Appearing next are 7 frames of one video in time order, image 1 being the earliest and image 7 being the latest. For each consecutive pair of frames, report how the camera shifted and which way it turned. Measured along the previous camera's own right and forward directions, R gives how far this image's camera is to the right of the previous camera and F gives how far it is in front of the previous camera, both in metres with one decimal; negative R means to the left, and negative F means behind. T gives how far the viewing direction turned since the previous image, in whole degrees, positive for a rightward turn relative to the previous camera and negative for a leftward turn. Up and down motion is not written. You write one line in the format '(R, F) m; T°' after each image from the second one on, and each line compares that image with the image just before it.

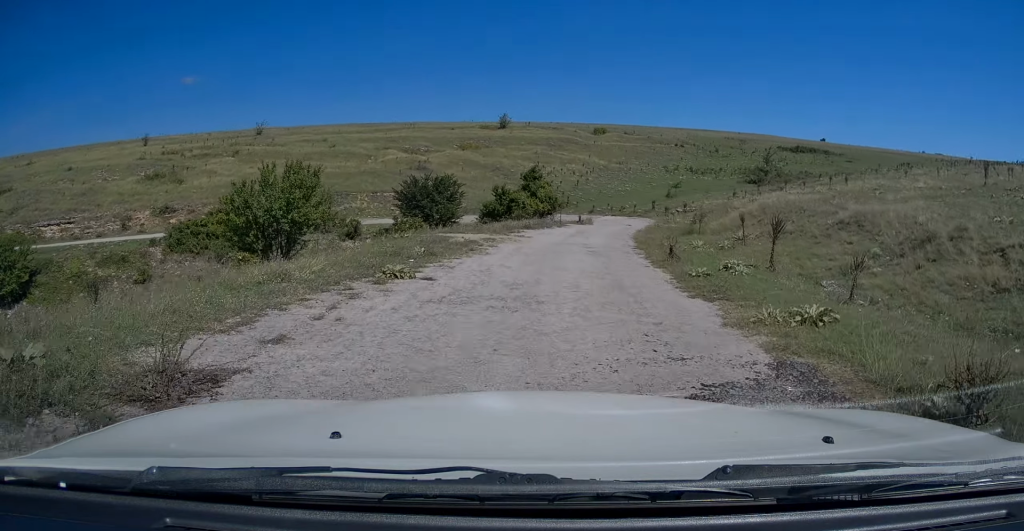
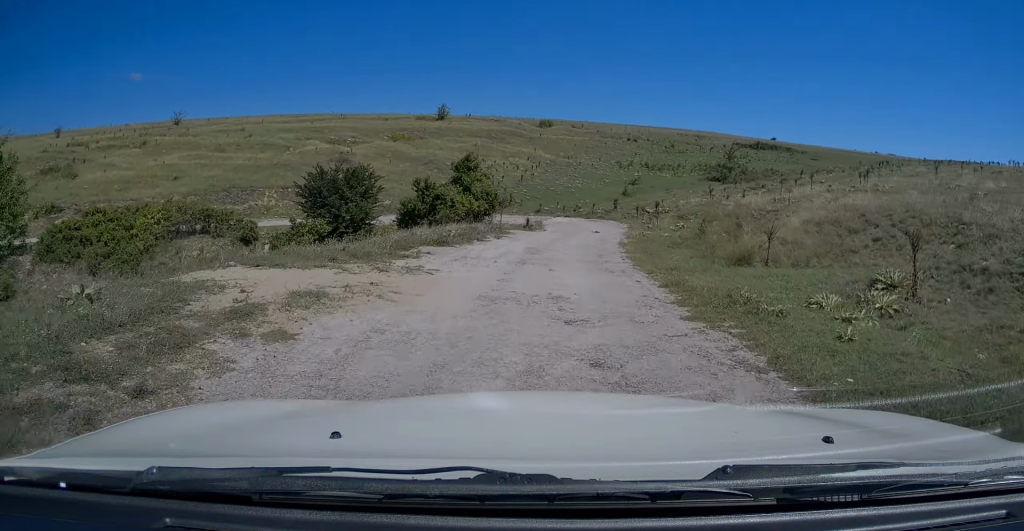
(+0.5, +10.9) m; +6°
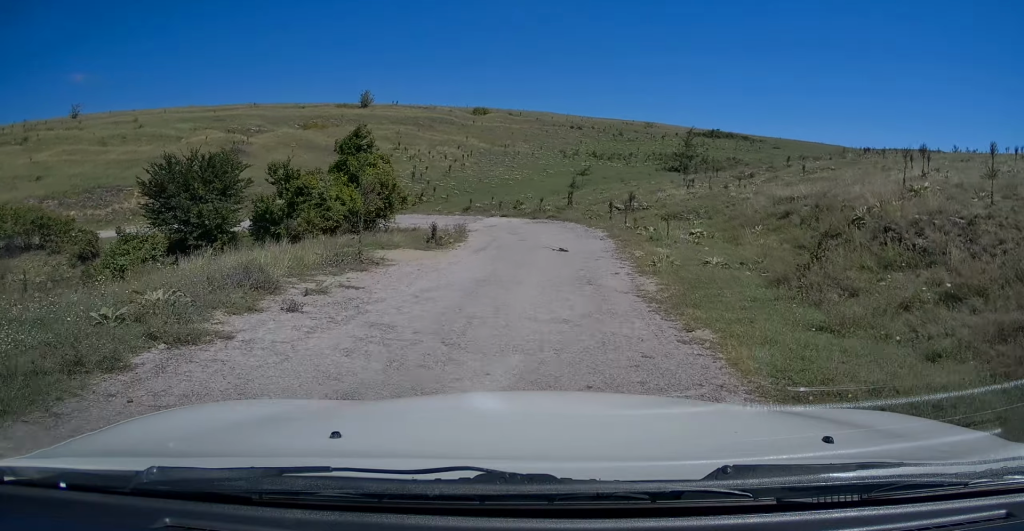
(+0.6, +12.8) m; +5°
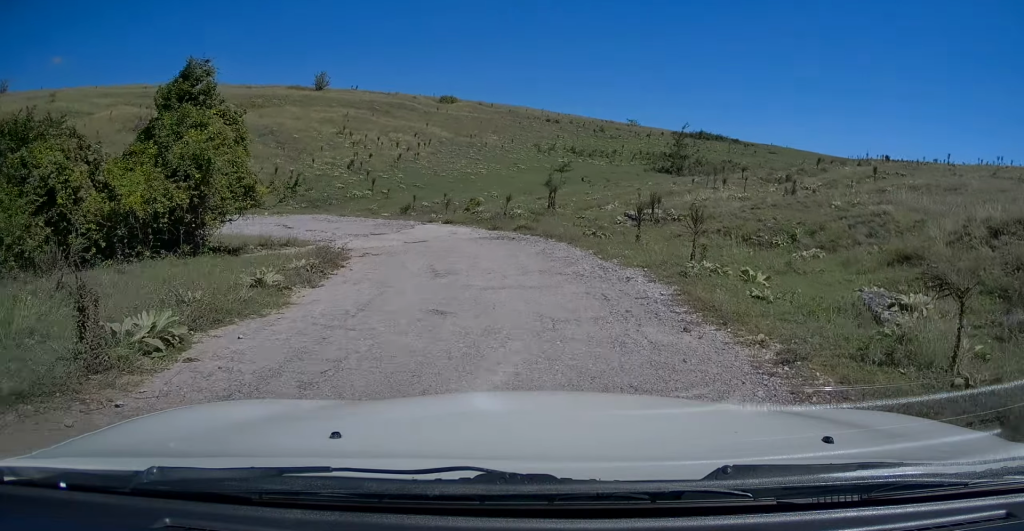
(+0.3, +12.2) m; -1°
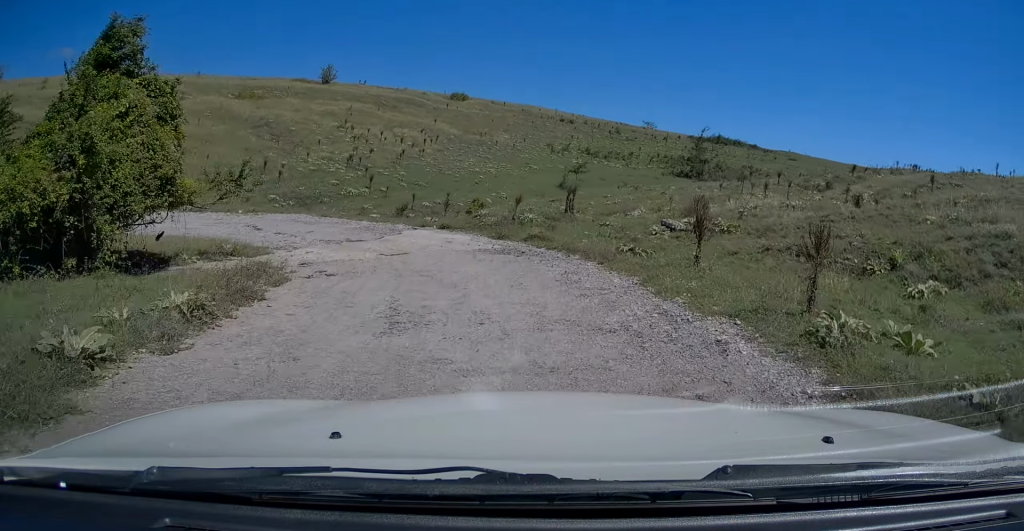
(-0.1, +3.9) m; -1°
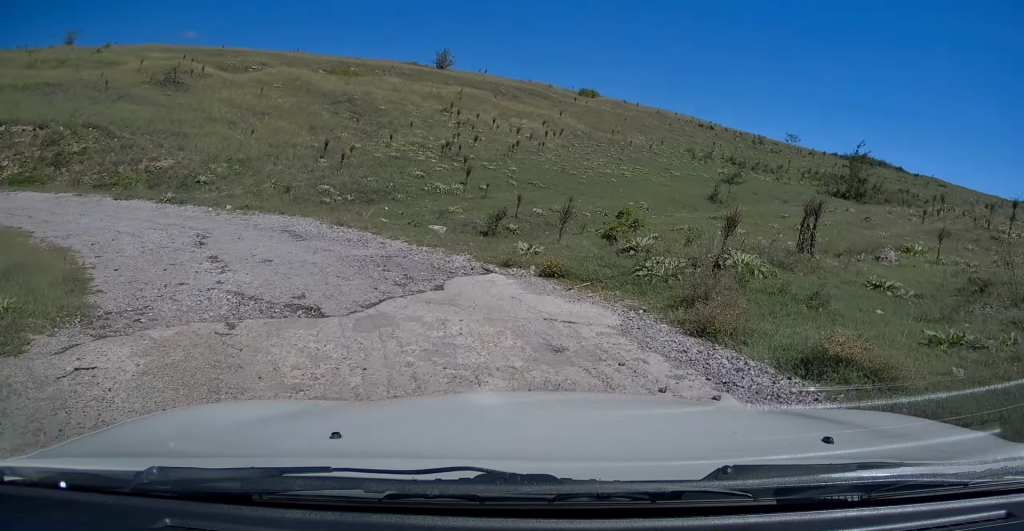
(-0.3, +10.3) m; -6°
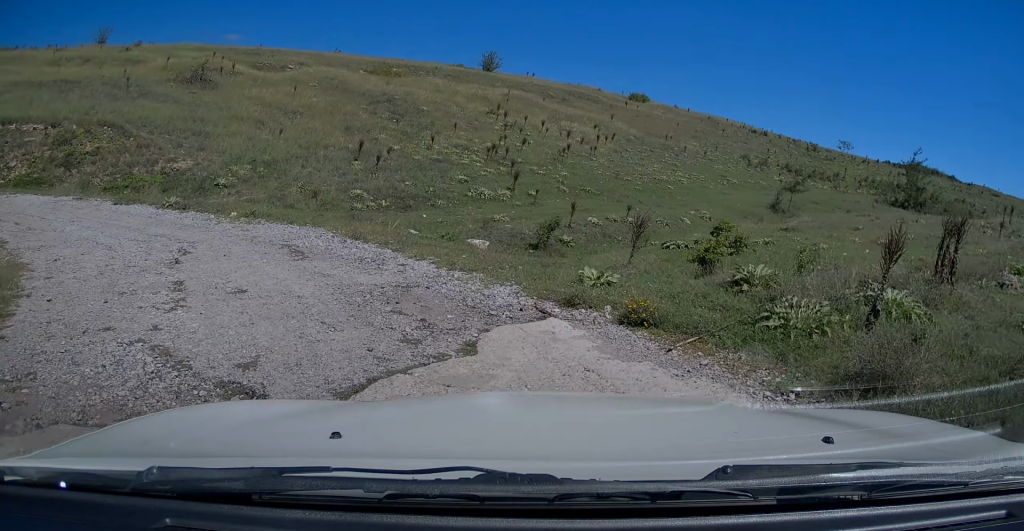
(0.0, +2.9) m; -4°
